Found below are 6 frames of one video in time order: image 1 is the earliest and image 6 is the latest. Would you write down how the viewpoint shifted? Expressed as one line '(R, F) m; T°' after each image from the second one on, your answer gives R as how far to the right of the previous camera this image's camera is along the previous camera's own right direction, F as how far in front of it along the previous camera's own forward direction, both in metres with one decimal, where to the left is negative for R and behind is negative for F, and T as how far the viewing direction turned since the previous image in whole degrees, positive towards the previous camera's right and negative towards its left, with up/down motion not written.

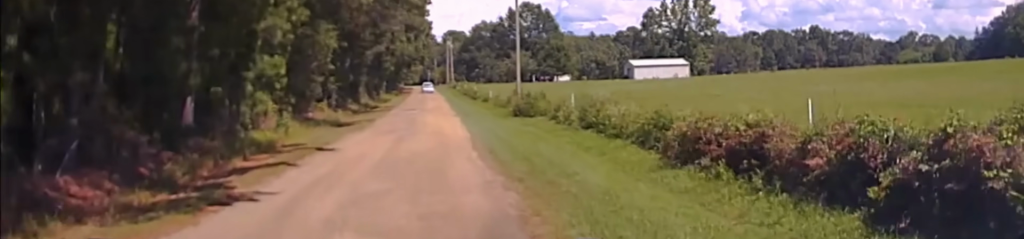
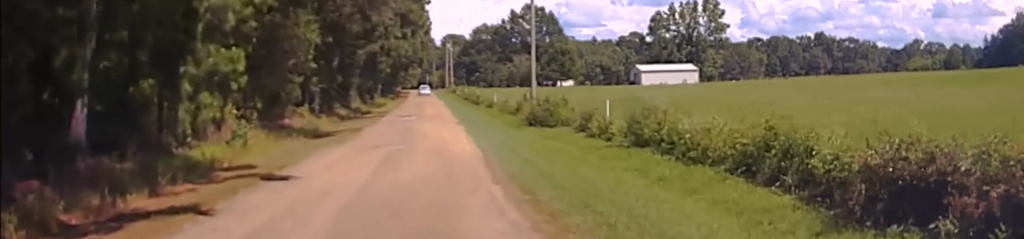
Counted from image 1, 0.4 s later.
(+0.1, +7.3) m; 0°
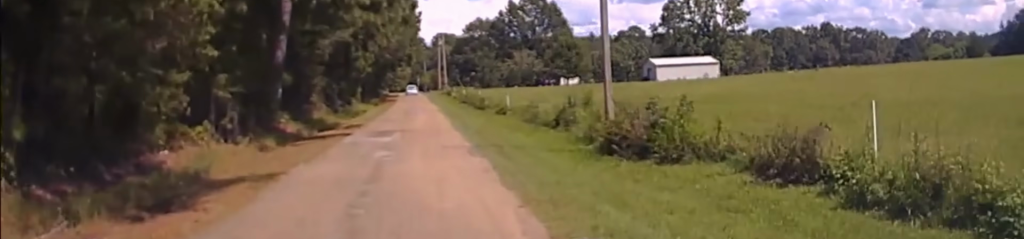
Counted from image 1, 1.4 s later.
(+0.1, +17.6) m; 0°
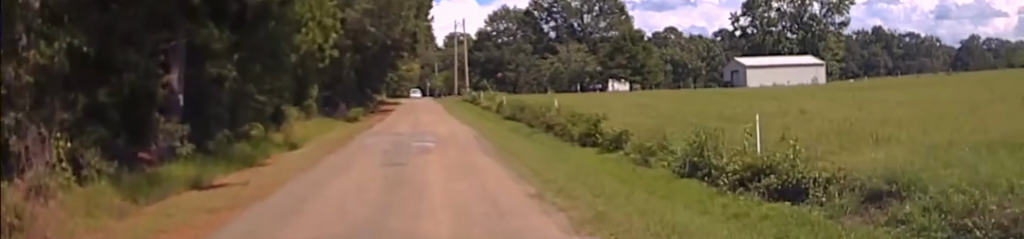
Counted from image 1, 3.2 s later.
(+0.2, +41.6) m; +1°
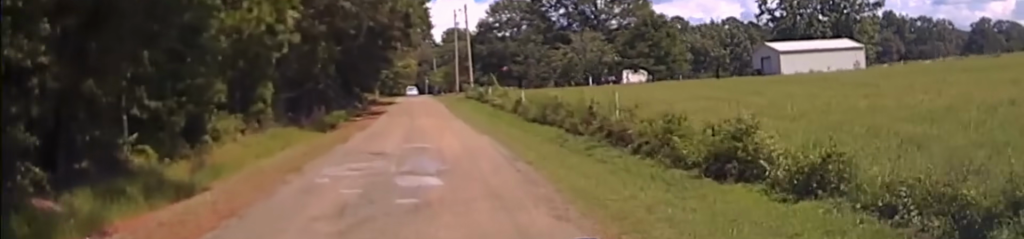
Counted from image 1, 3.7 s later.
(+0.3, +12.4) m; 0°
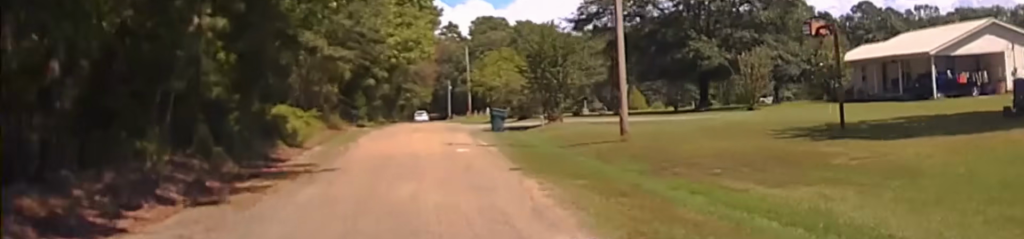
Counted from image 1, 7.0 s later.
(-3.4, +93.9) m; -3°
